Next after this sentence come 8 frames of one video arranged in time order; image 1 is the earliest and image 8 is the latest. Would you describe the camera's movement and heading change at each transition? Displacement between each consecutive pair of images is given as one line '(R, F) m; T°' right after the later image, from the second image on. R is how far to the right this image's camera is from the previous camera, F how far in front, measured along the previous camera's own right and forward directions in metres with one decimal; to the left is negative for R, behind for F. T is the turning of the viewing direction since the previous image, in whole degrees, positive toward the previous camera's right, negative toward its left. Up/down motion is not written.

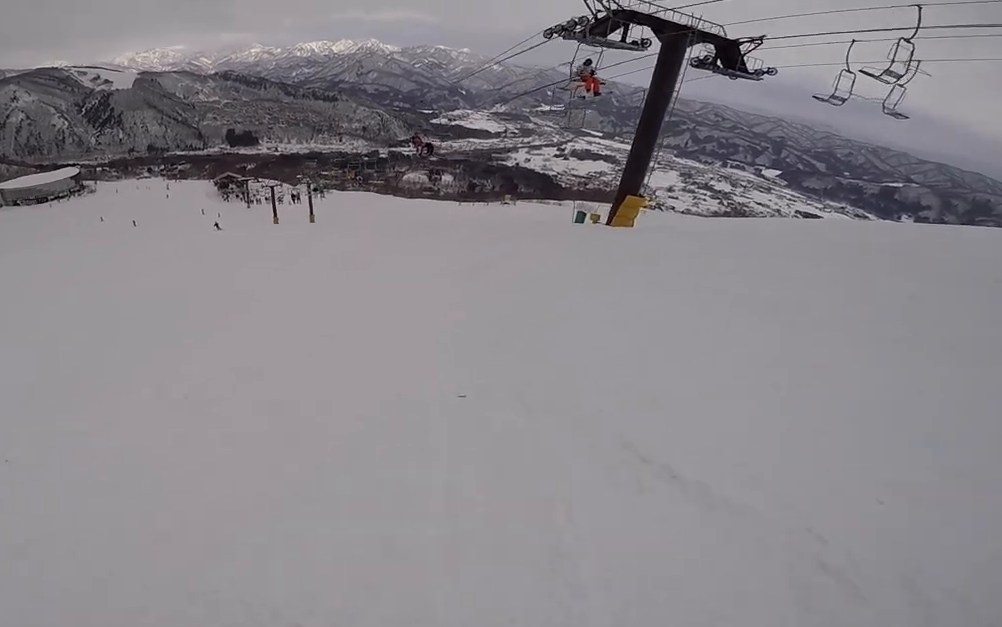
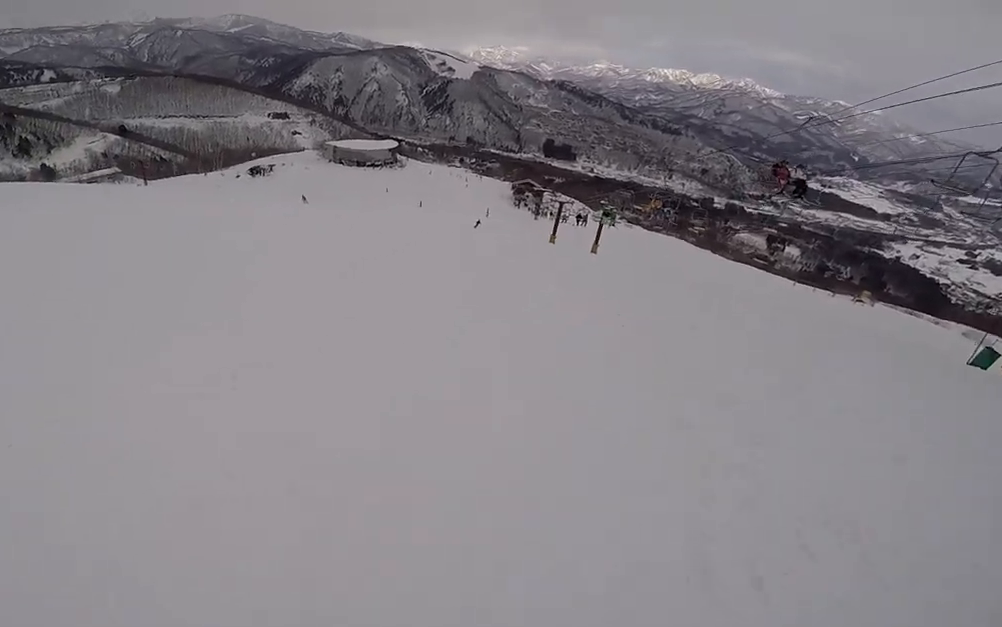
(-1.8, +2.8) m; -50°
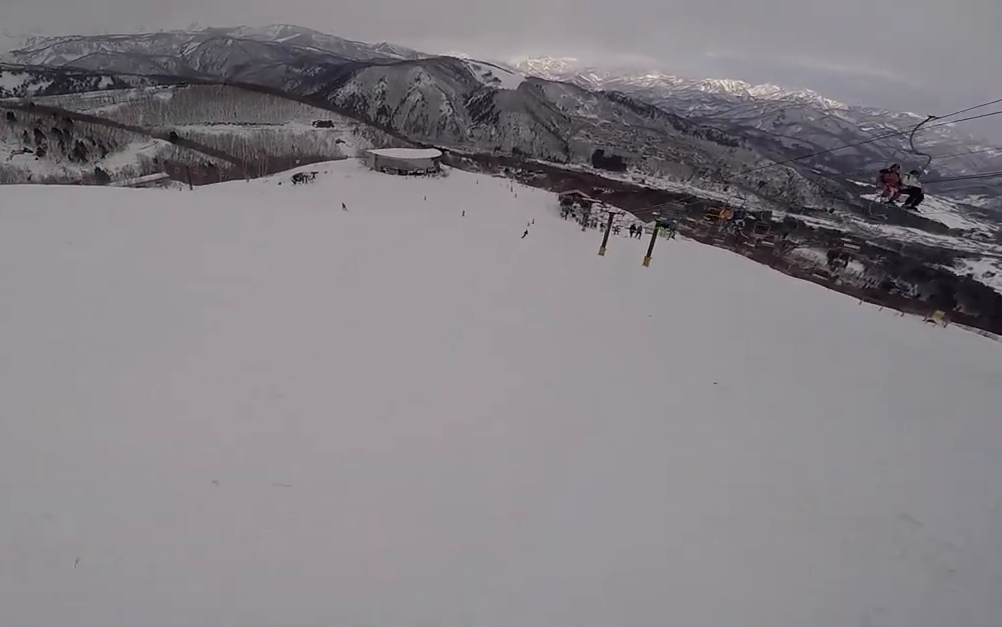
(-0.2, +1.6) m; -13°
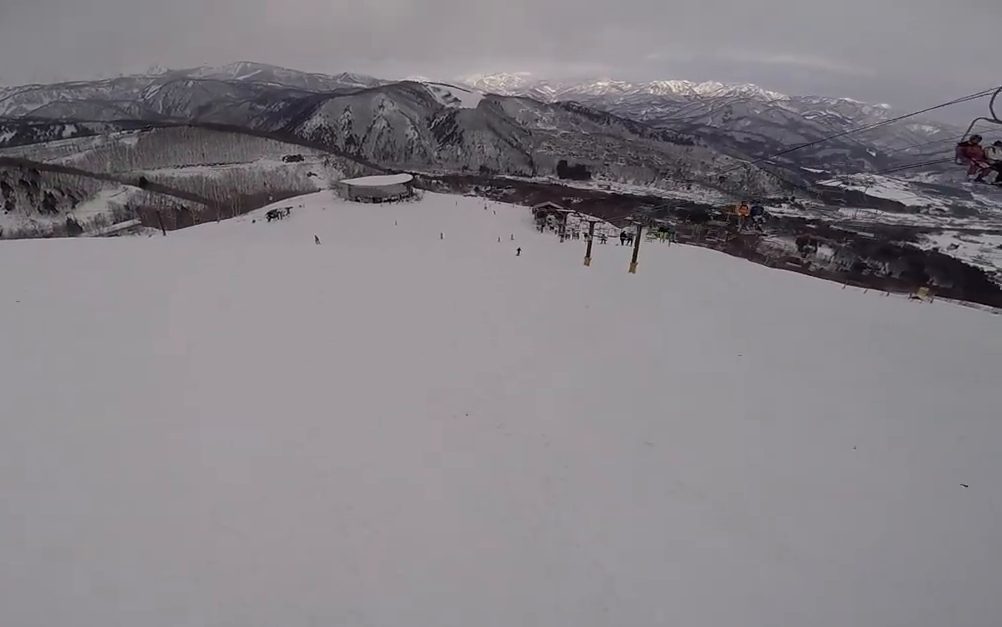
(+0.1, +2.6) m; -13°
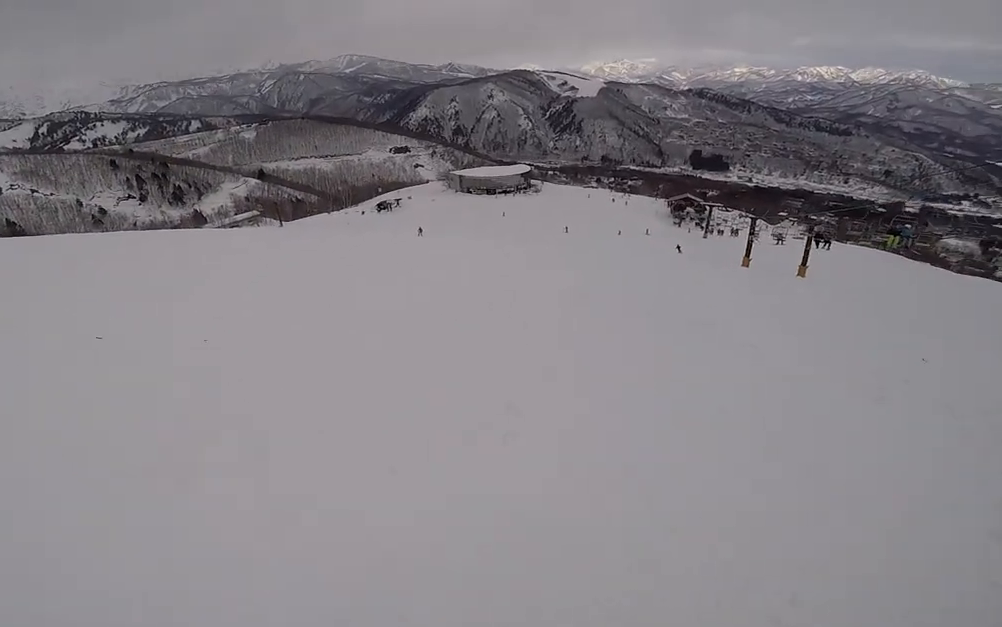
(-1.0, +3.4) m; -17°
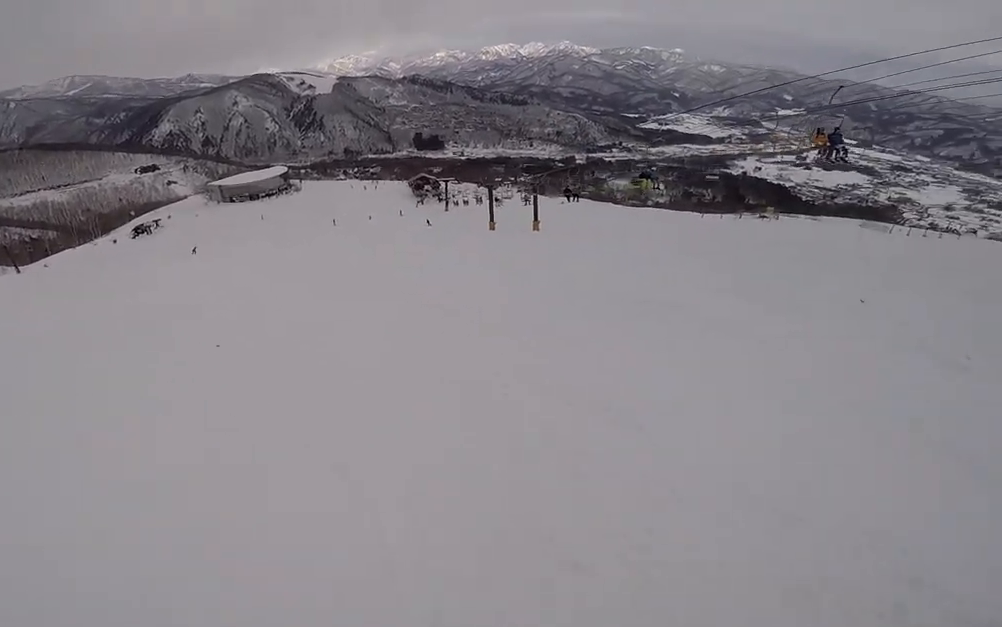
(-0.3, +3.7) m; +16°
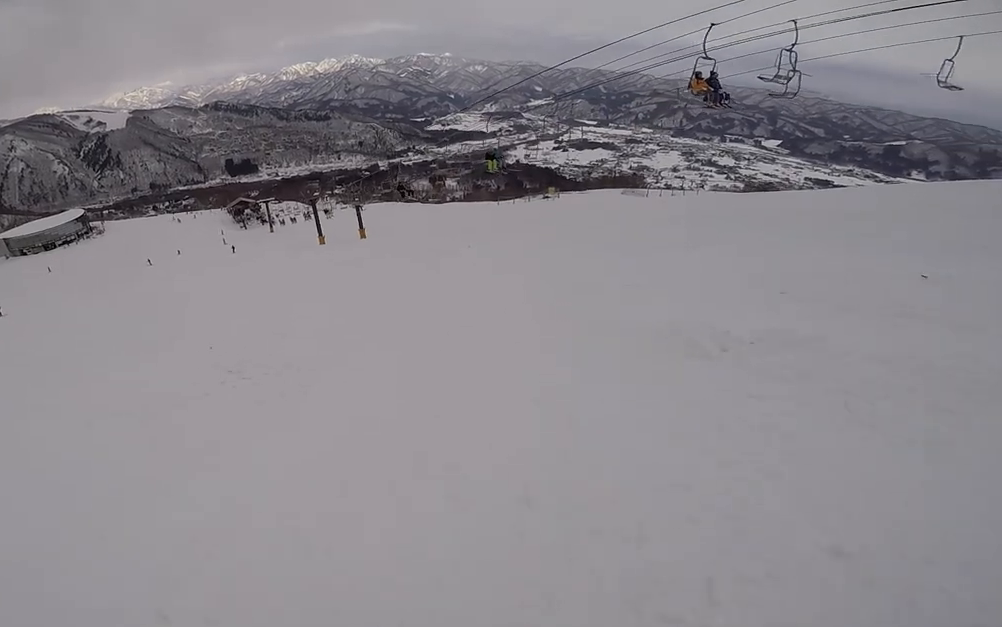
(+1.1, +2.7) m; +41°
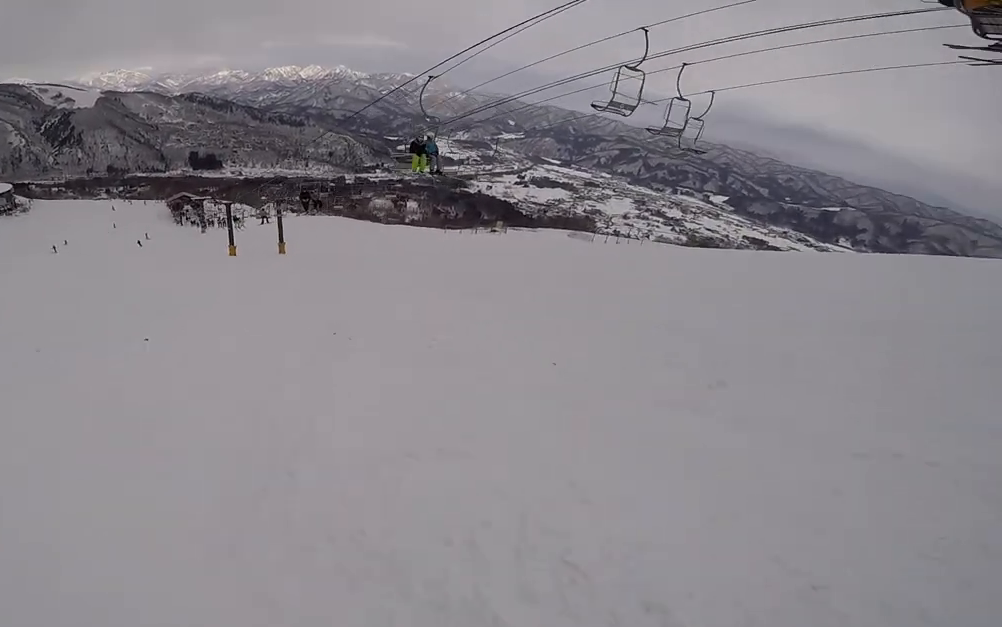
(+3.7, +7.8) m; +24°
